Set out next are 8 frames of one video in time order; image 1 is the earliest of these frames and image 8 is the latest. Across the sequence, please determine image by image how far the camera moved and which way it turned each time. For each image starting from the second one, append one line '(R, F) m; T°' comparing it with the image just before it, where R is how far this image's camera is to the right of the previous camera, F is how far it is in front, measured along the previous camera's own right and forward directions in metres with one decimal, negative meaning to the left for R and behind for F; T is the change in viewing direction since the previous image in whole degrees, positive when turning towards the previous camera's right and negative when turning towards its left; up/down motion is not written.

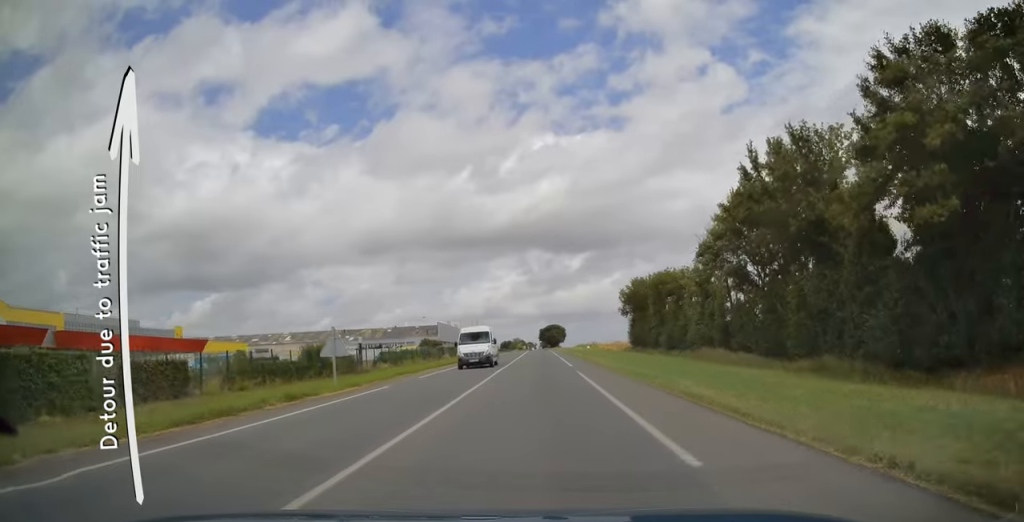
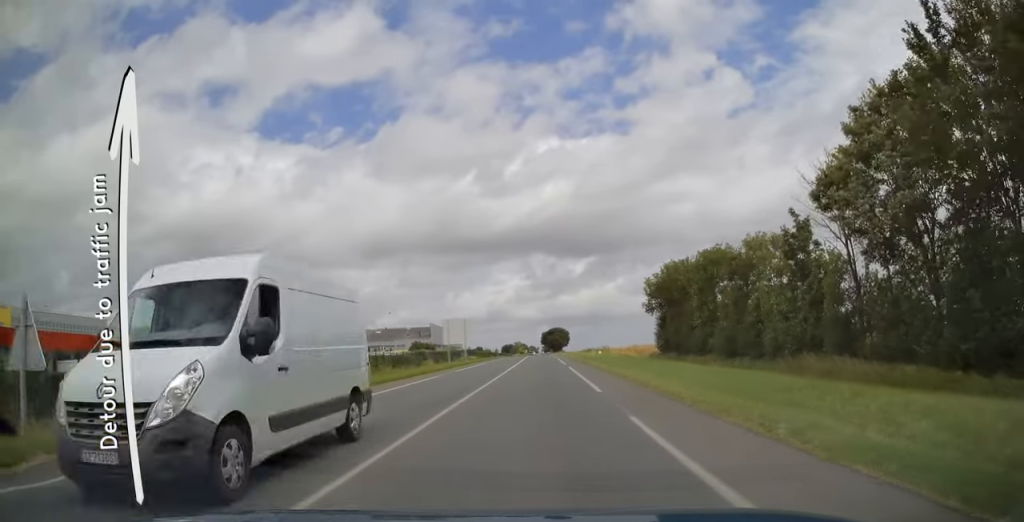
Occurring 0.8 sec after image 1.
(0.0, +15.8) m; 0°
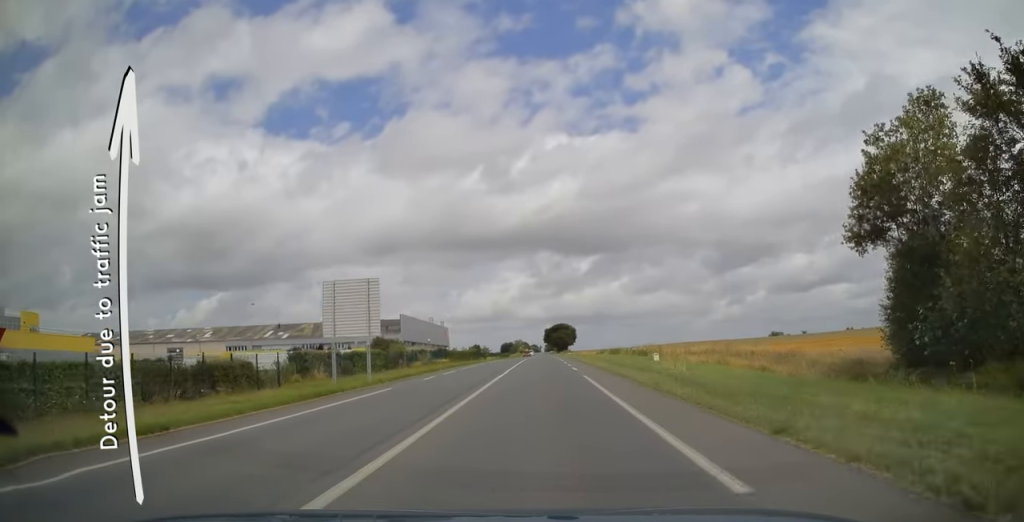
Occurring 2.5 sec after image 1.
(-0.1, +38.5) m; 0°
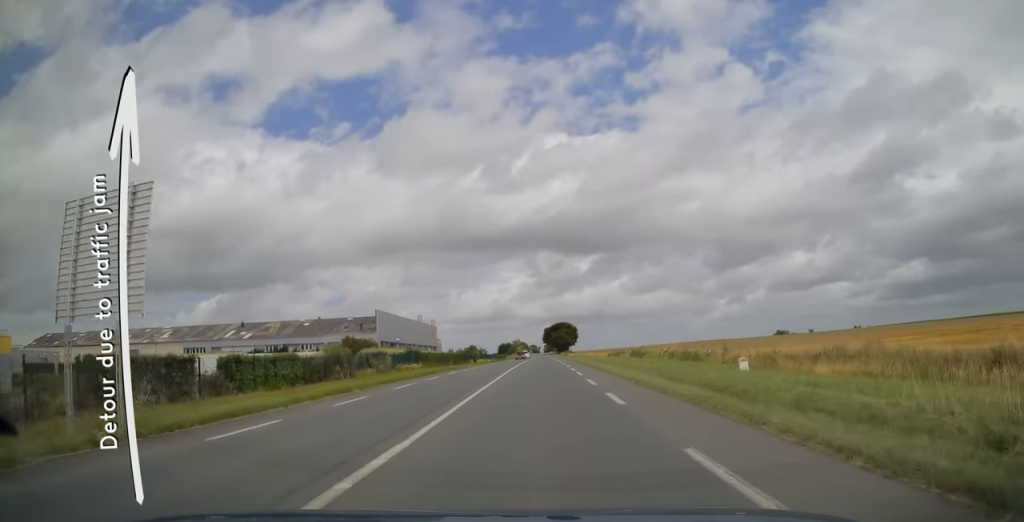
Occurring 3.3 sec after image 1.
(0.0, +18.5) m; 0°
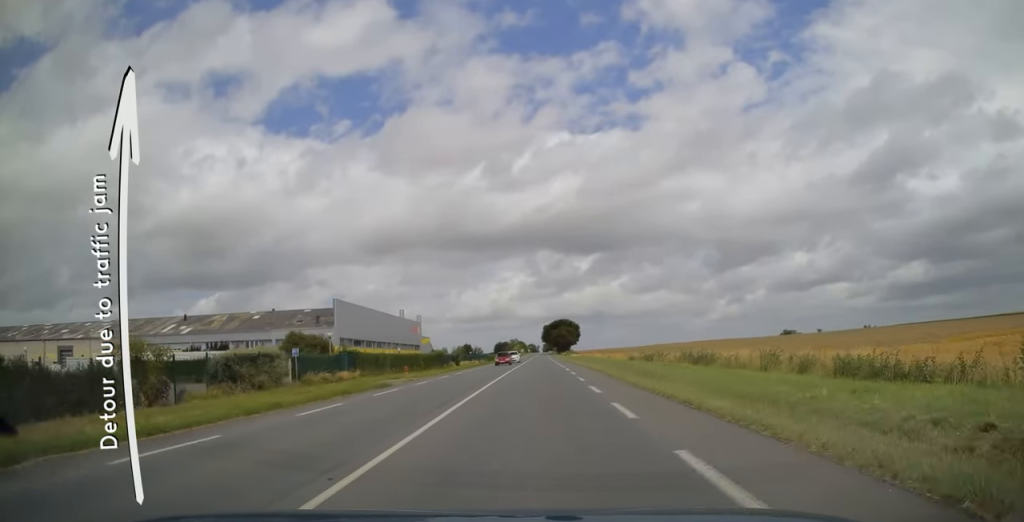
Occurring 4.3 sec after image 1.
(0.0, +22.4) m; 0°
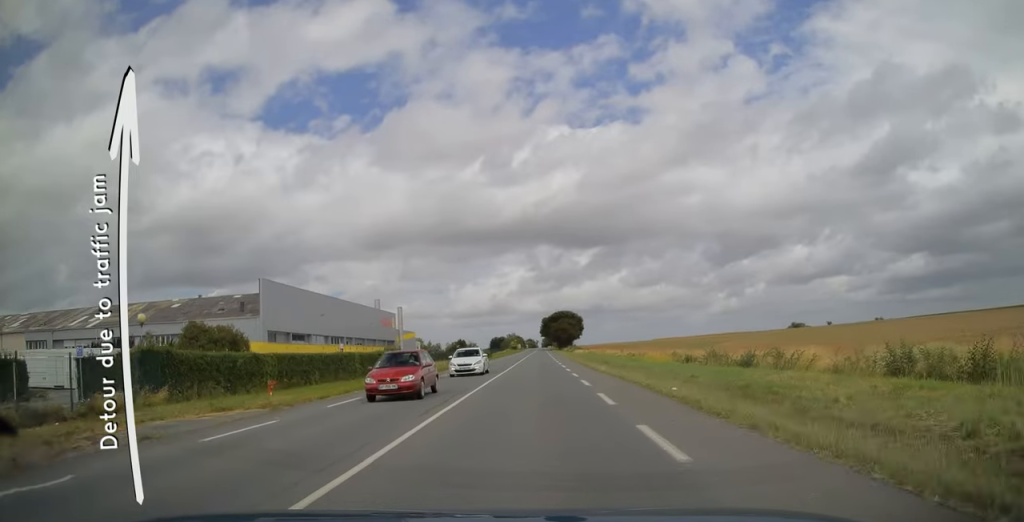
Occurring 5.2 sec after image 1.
(0.0, +24.4) m; 0°
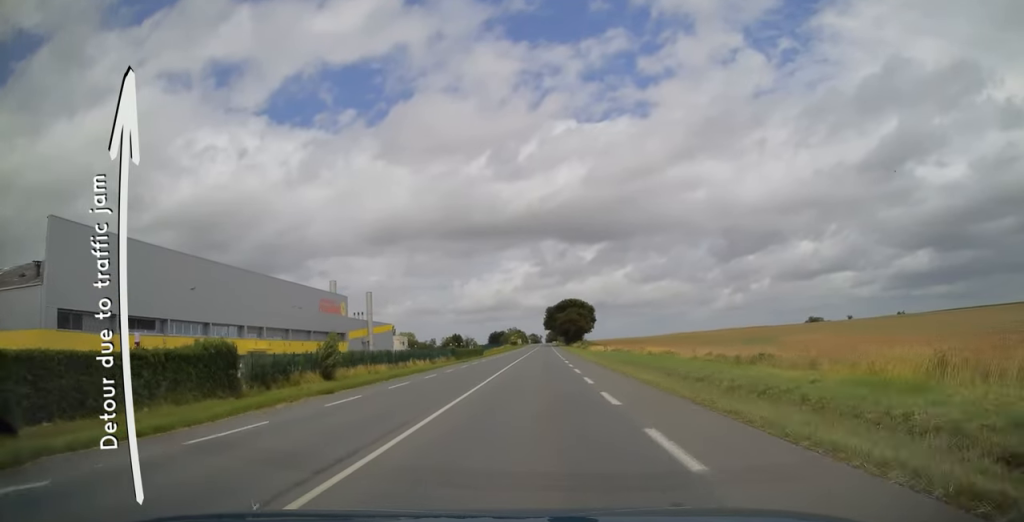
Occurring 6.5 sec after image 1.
(-0.1, +33.9) m; 0°
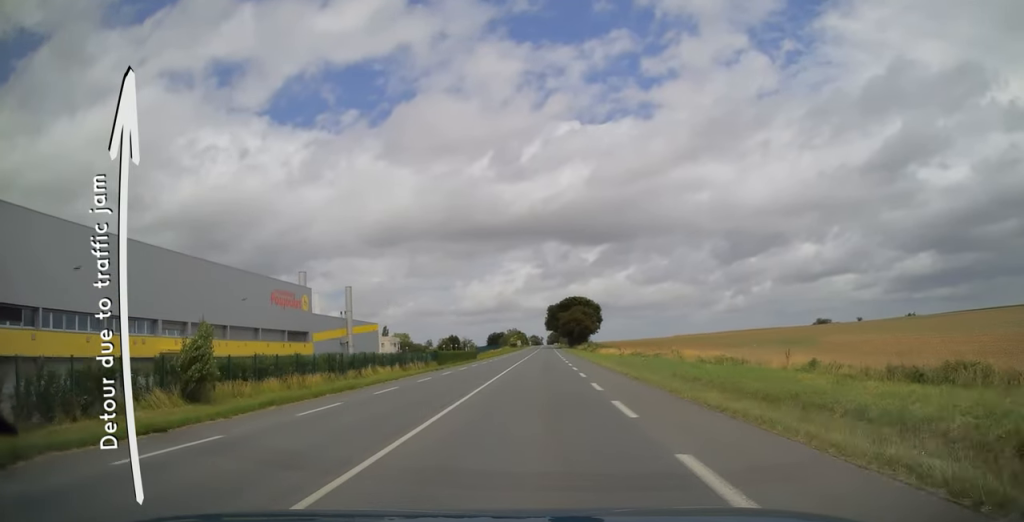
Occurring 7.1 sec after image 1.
(0.0, +15.3) m; 0°
